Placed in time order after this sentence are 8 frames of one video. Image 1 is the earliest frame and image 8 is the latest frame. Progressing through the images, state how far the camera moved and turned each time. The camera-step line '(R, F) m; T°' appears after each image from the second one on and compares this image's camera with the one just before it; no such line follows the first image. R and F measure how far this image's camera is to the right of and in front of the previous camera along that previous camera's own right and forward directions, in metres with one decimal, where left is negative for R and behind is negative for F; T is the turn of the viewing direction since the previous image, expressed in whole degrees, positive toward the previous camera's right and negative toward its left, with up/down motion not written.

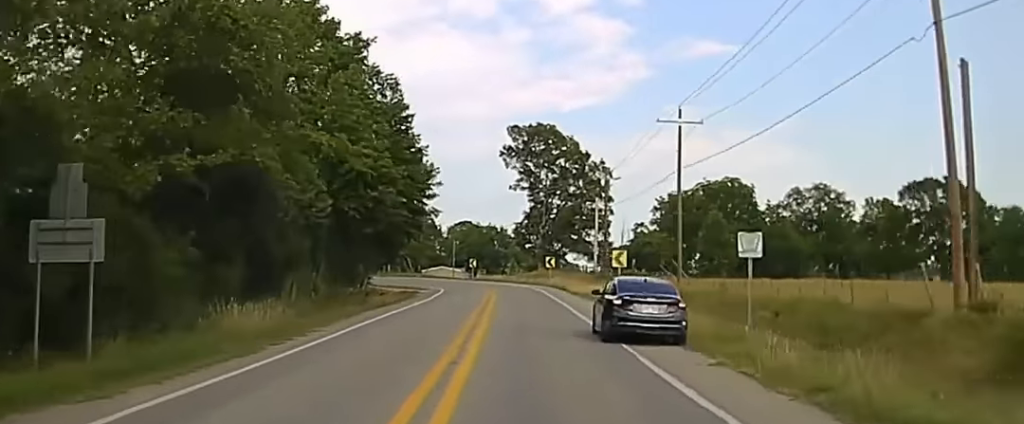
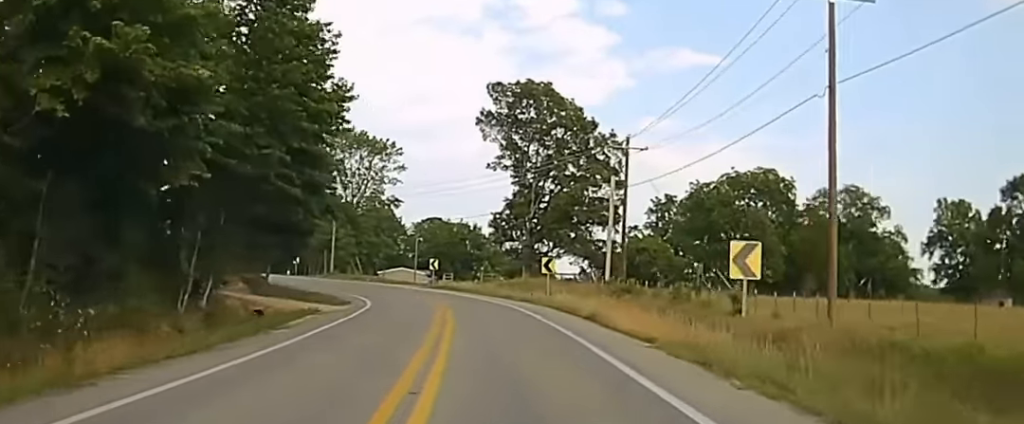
(-0.1, +32.7) m; +1°
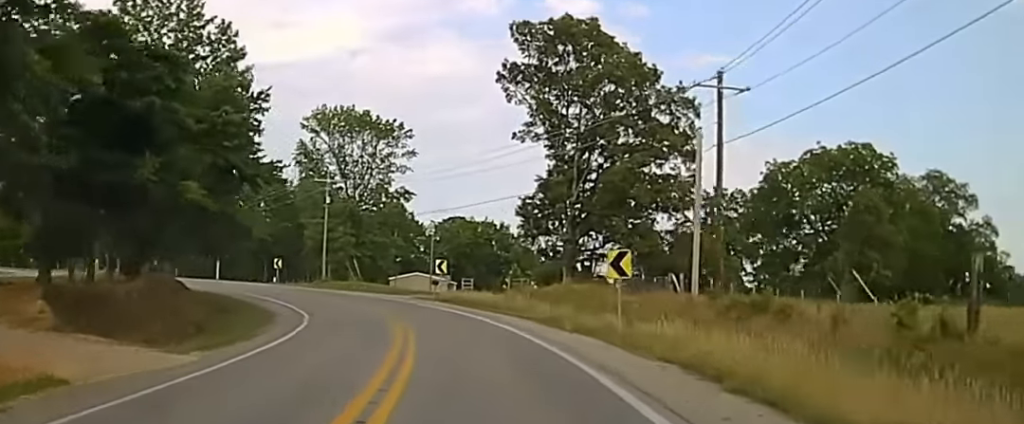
(+0.3, +26.1) m; -1°
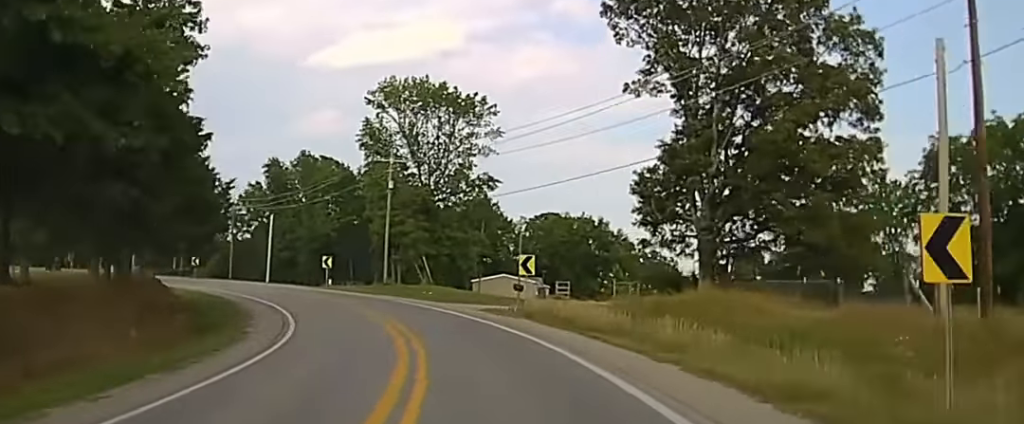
(+0.3, +21.3) m; -4°
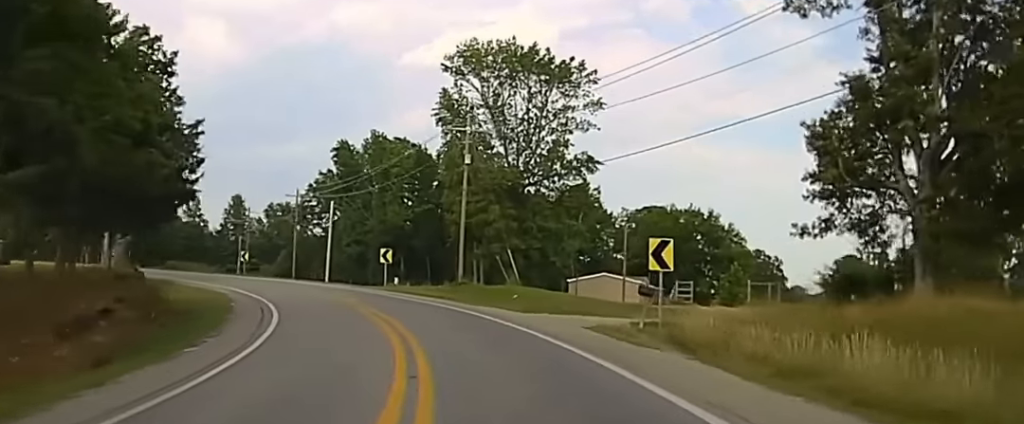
(-1.5, +17.0) m; -6°
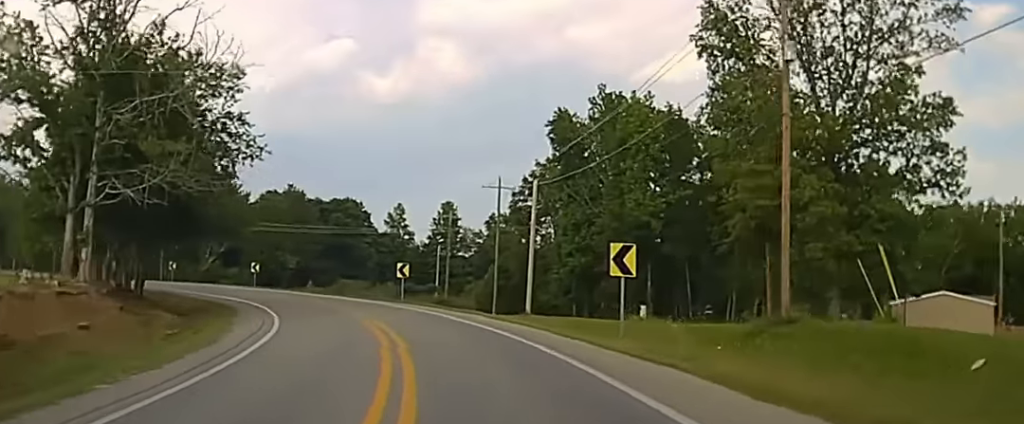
(-3.7, +37.5) m; -12°
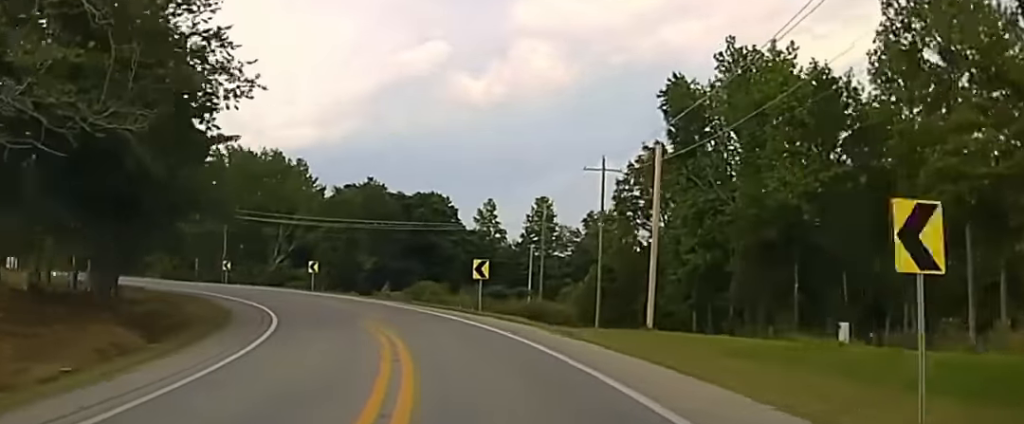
(-1.1, +15.7) m; -5°
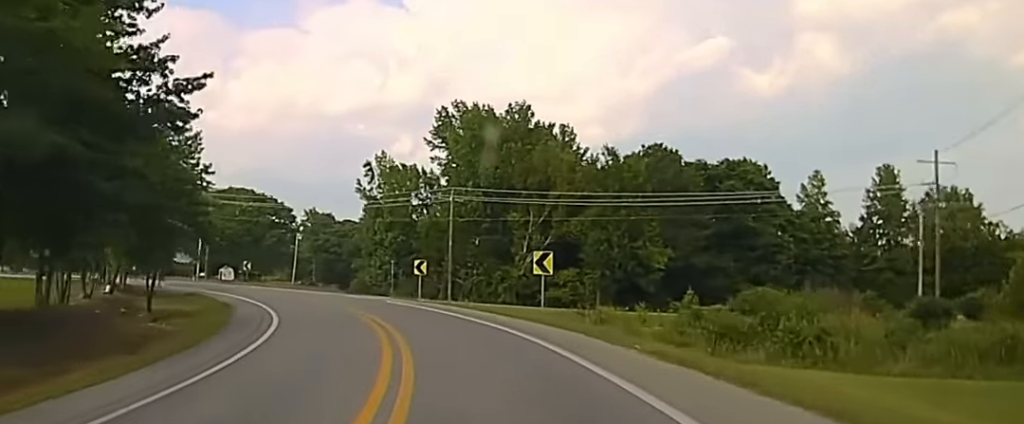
(-6.3, +47.9) m; -17°
